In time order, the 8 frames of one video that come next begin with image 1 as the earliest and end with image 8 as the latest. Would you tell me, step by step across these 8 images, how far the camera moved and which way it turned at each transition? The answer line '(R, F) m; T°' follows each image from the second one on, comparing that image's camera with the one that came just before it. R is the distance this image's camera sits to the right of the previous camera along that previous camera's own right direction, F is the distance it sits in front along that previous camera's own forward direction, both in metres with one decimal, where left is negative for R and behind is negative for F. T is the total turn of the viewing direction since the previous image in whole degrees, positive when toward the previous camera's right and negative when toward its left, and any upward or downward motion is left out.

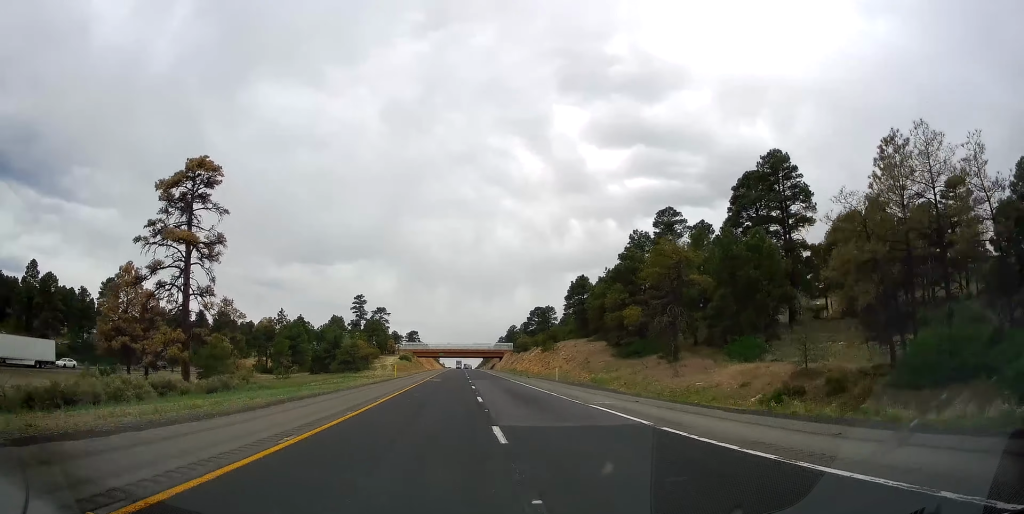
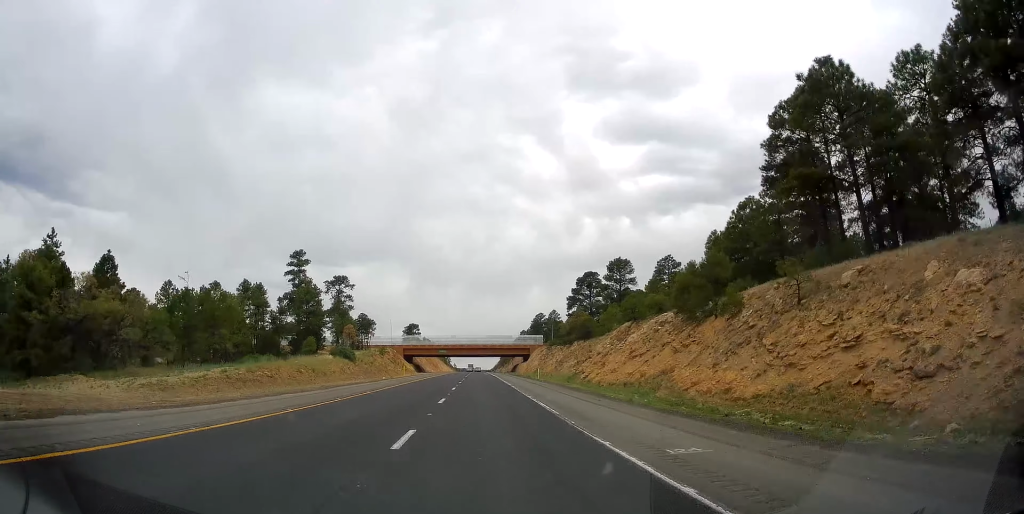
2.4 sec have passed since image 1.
(+3.3, +73.9) m; +2°
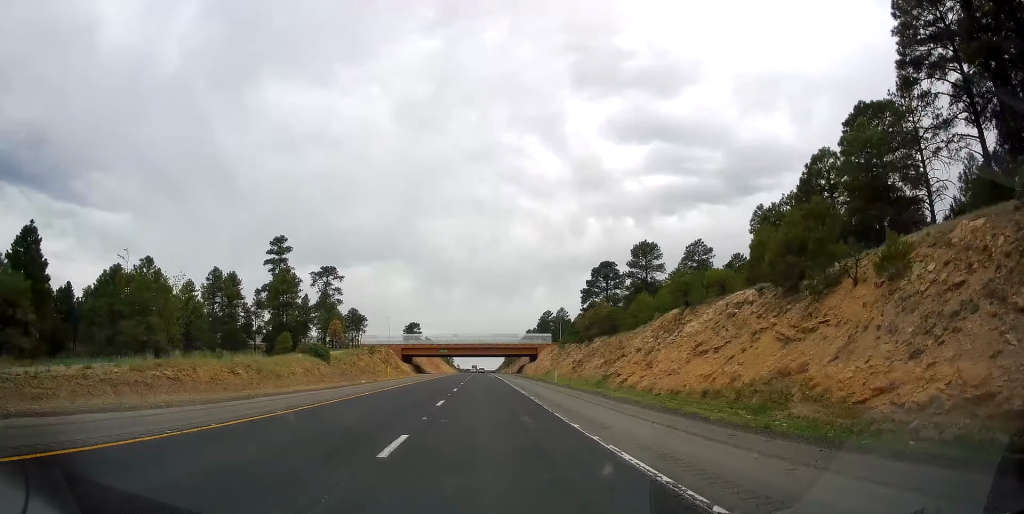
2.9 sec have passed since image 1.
(-0.4, +13.1) m; -1°
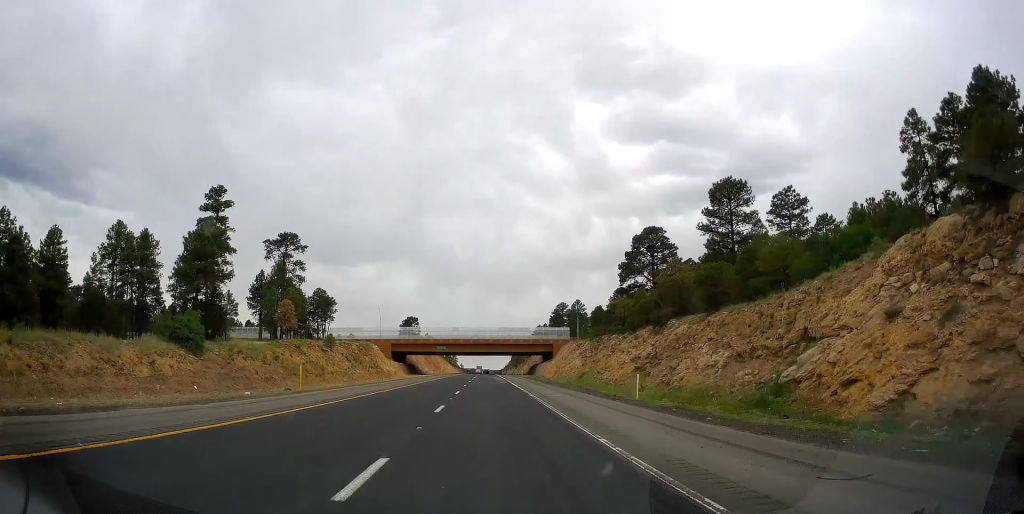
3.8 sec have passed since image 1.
(-0.7, +27.2) m; -1°
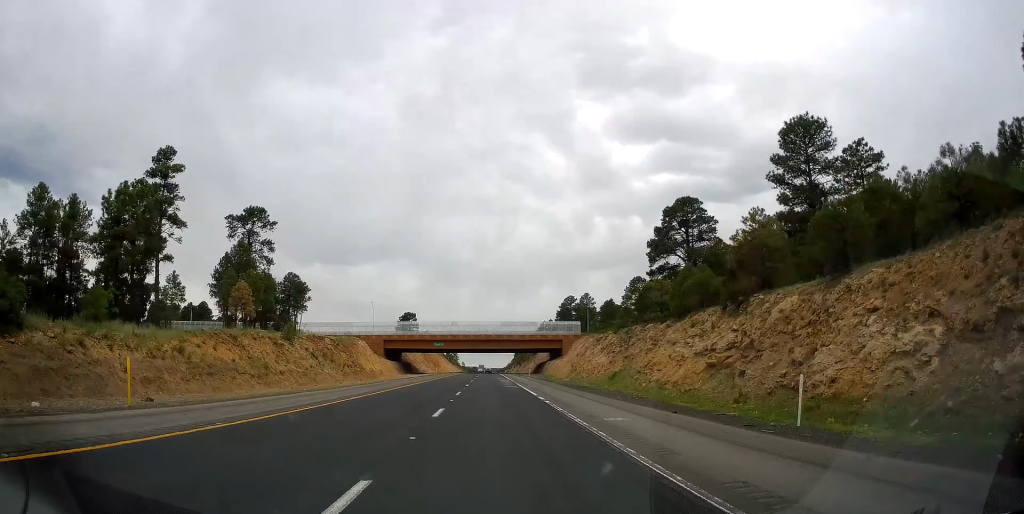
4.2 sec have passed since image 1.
(-0.2, +14.1) m; 0°
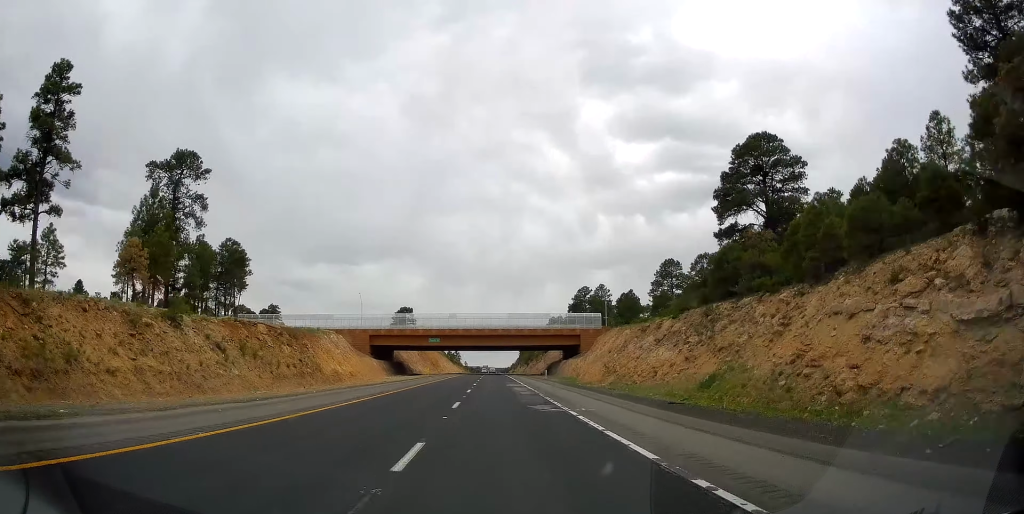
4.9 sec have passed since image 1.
(+0.2, +20.2) m; 0°
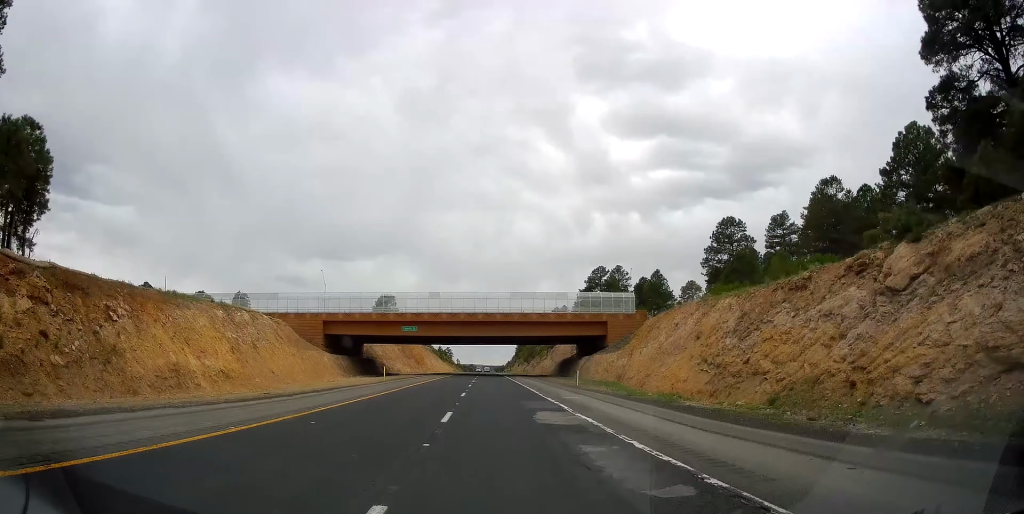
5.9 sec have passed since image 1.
(+0.1, +29.3) m; 0°
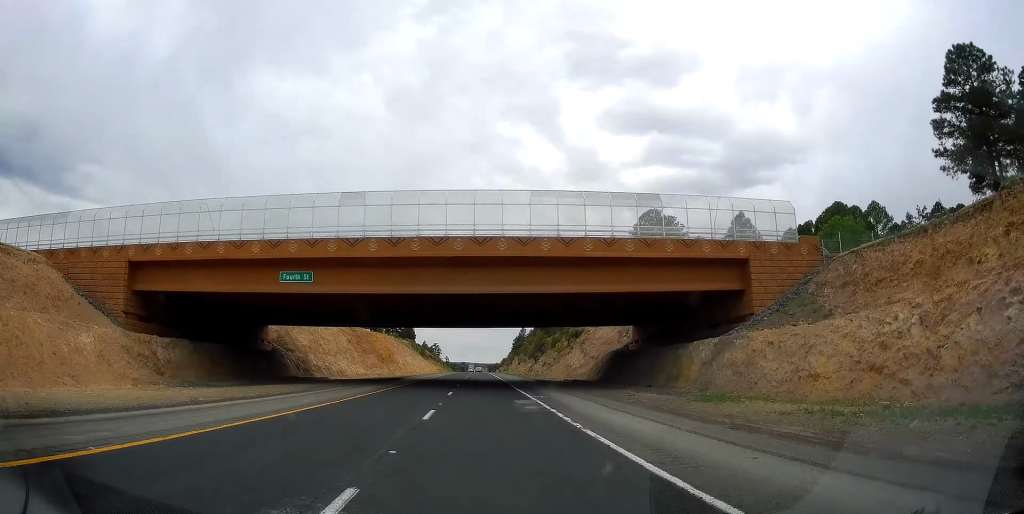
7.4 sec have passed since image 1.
(-0.2, +47.6) m; 0°
